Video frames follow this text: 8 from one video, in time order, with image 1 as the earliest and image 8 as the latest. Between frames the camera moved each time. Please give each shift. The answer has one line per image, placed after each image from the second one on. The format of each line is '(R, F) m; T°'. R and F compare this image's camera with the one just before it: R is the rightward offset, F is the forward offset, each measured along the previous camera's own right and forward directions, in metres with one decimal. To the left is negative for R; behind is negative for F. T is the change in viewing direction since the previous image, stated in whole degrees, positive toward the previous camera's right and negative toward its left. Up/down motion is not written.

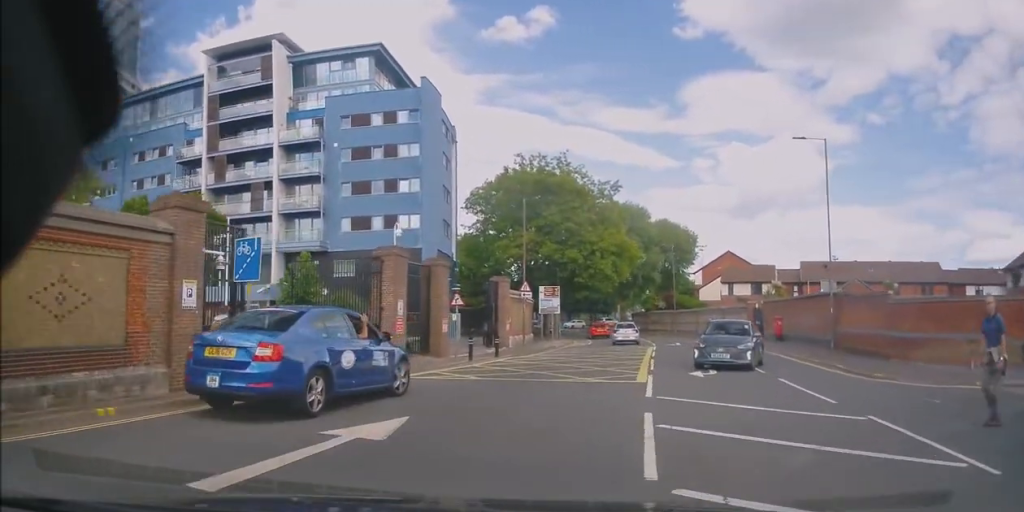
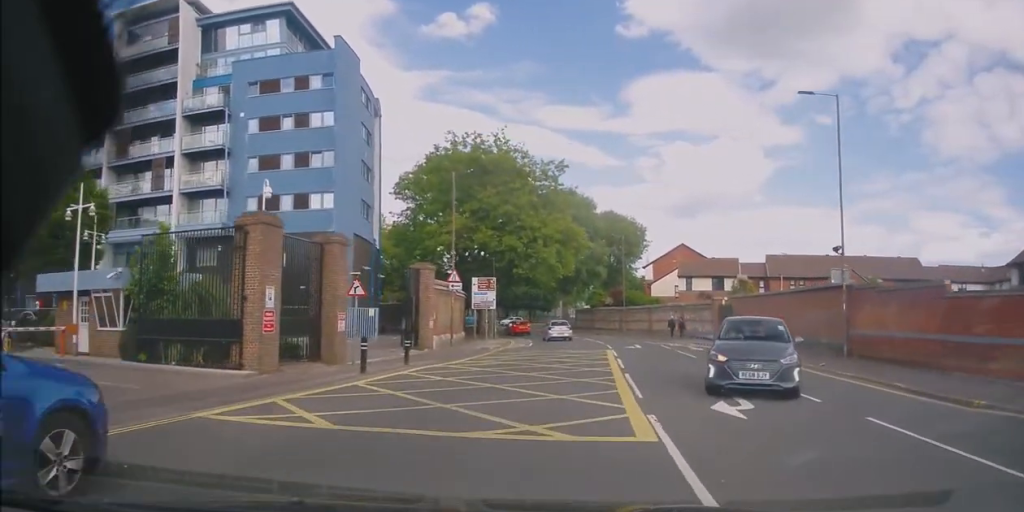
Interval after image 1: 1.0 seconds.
(+0.7, +6.9) m; +7°
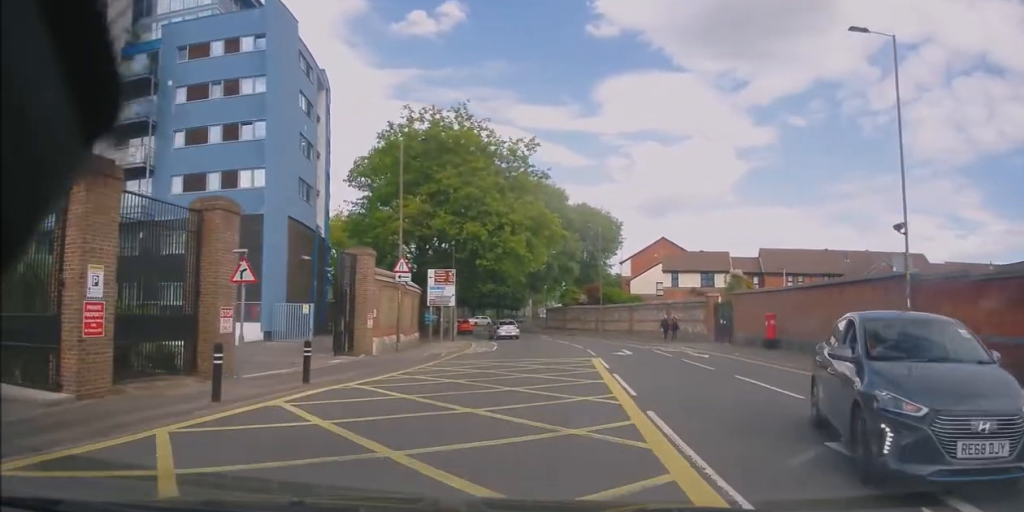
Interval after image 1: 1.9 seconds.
(+0.2, +6.3) m; +5°
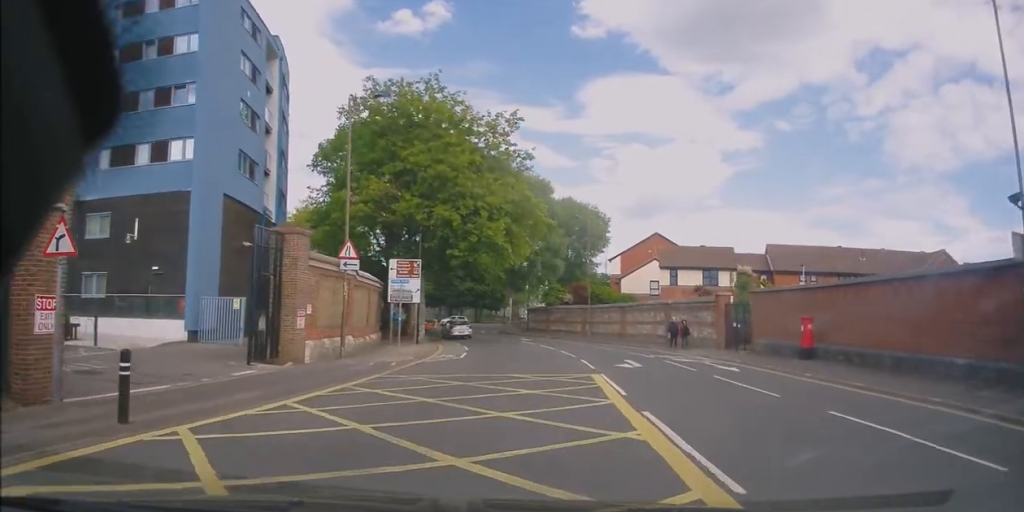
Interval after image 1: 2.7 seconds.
(+0.2, +5.8) m; +1°
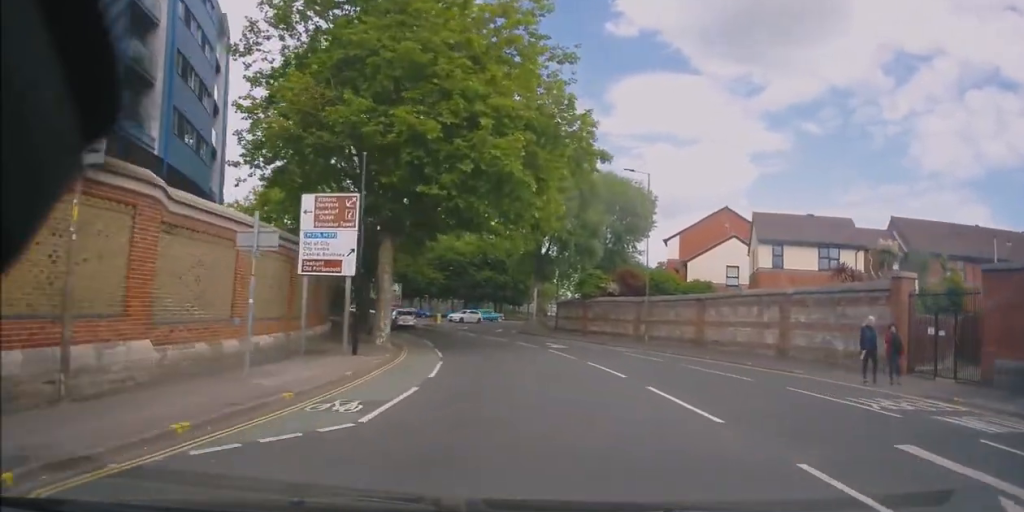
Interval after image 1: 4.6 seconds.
(-0.7, +15.5) m; -3°
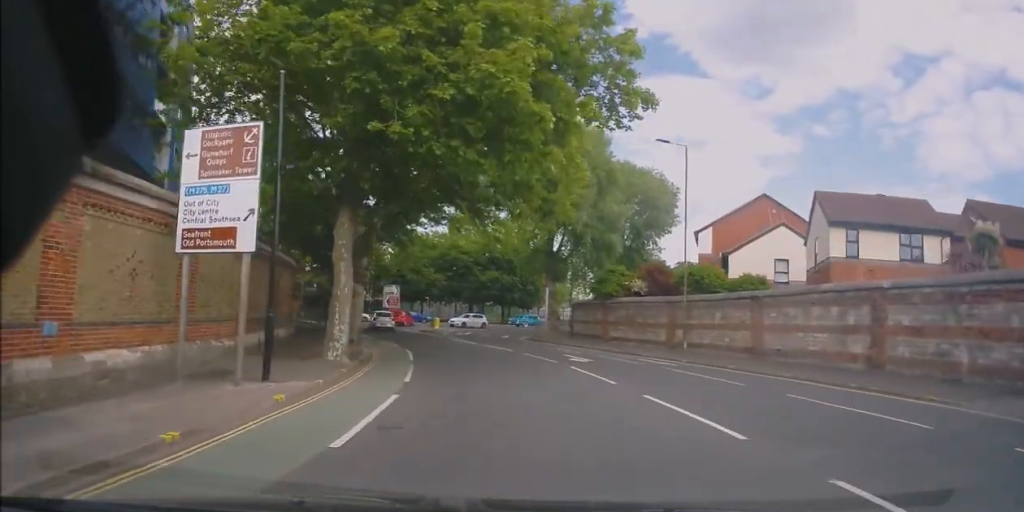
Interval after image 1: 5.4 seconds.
(+0.4, +6.9) m; +2°
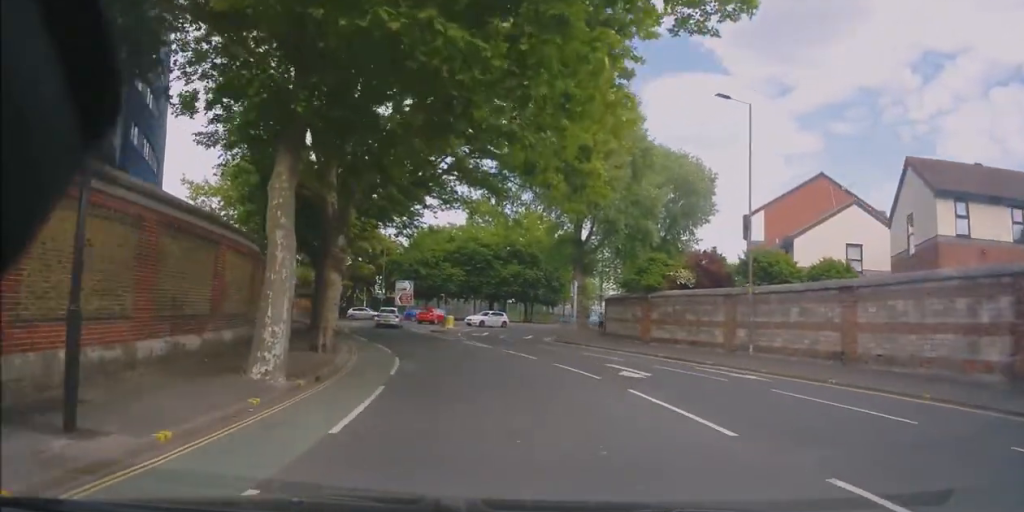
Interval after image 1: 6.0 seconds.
(0.0, +6.1) m; -5°
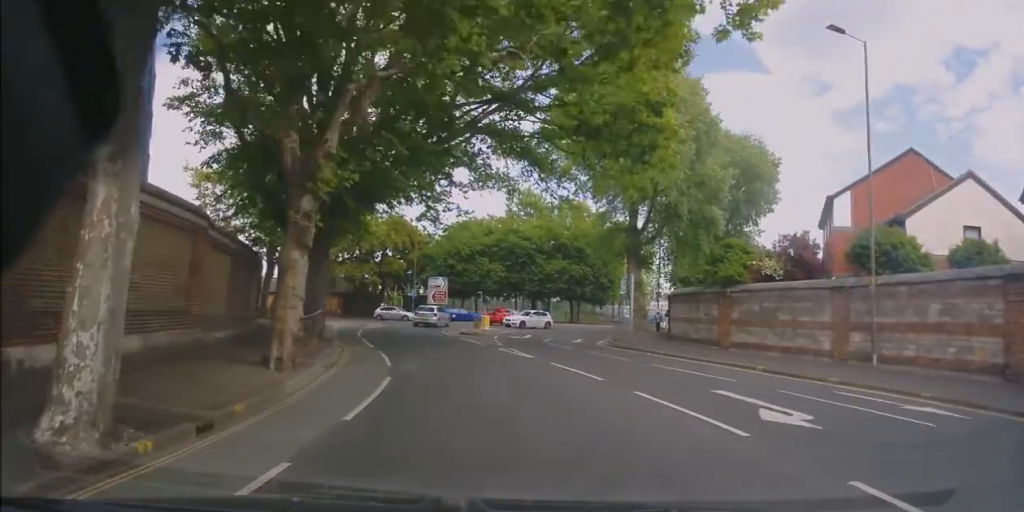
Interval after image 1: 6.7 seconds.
(-0.4, +6.4) m; -6°
